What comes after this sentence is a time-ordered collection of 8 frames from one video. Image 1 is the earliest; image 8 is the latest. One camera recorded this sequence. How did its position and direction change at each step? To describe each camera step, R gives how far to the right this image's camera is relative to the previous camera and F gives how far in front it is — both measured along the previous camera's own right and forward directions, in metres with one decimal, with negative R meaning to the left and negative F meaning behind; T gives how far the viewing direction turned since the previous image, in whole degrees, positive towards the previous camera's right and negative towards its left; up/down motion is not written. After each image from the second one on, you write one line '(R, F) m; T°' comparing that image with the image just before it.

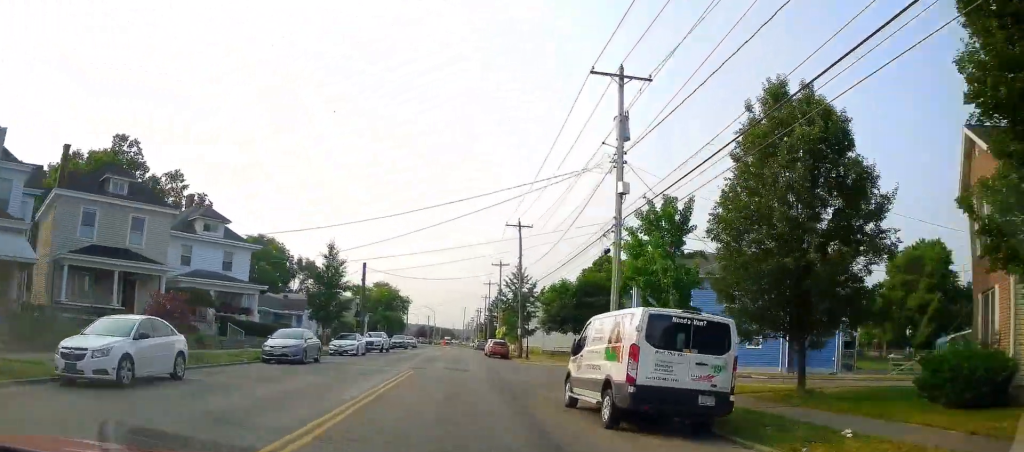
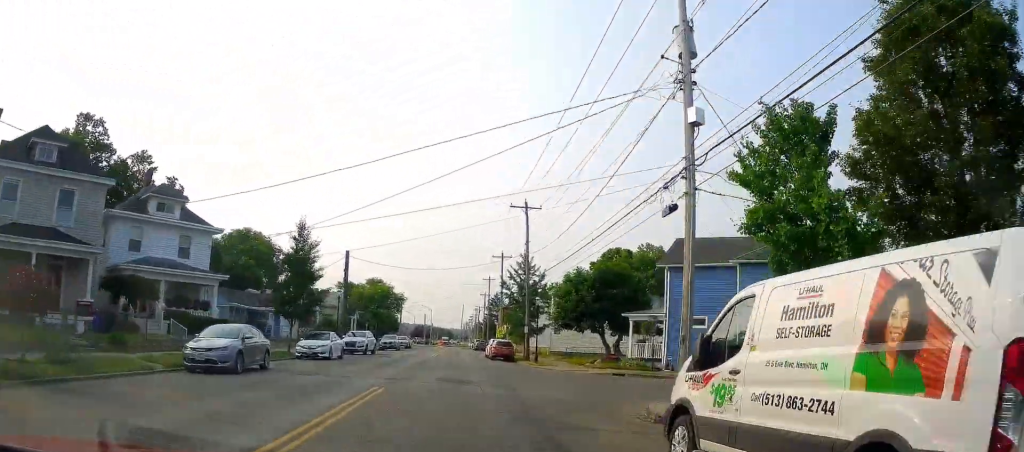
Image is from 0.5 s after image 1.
(0.0, +7.3) m; 0°
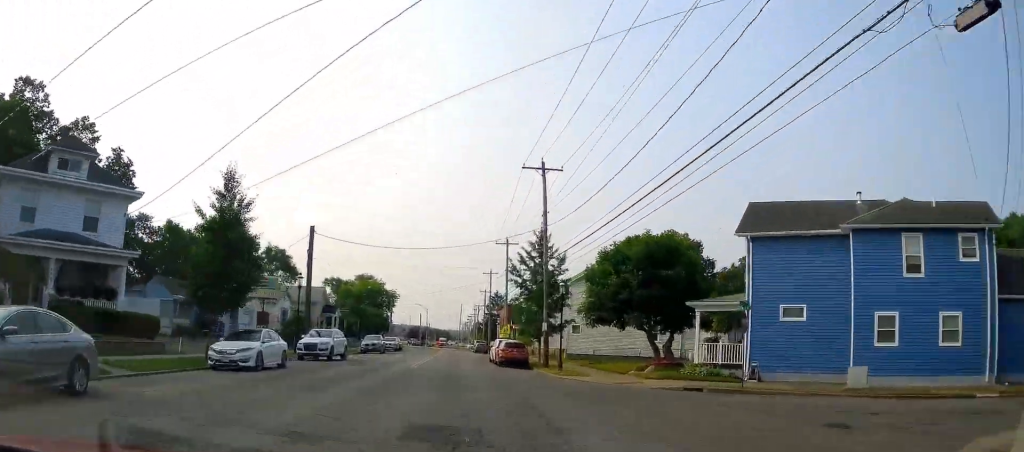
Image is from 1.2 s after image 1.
(0.0, +10.8) m; 0°
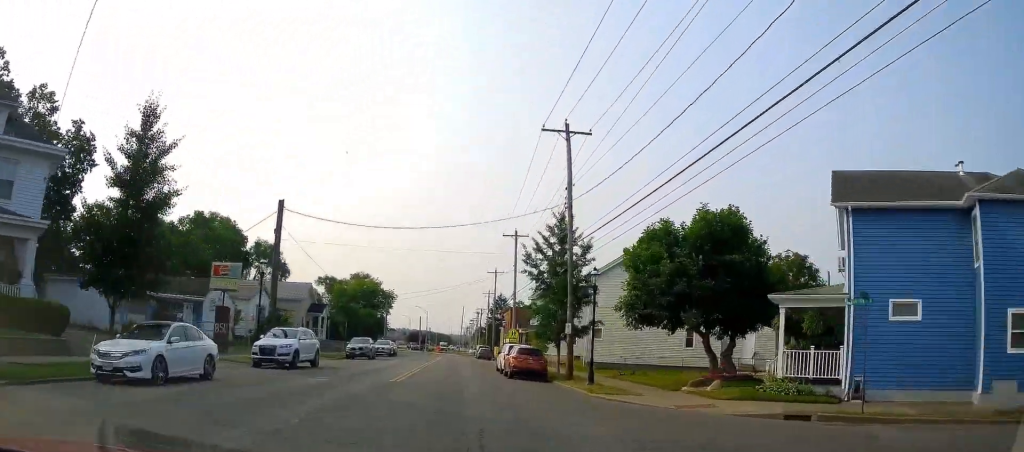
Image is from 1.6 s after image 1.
(0.0, +7.2) m; 0°
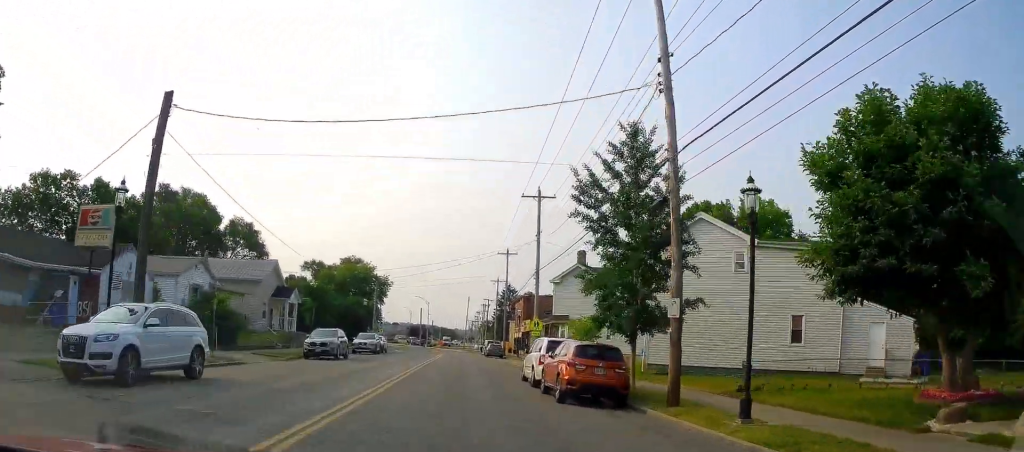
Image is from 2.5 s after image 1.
(0.0, +13.1) m; -1°
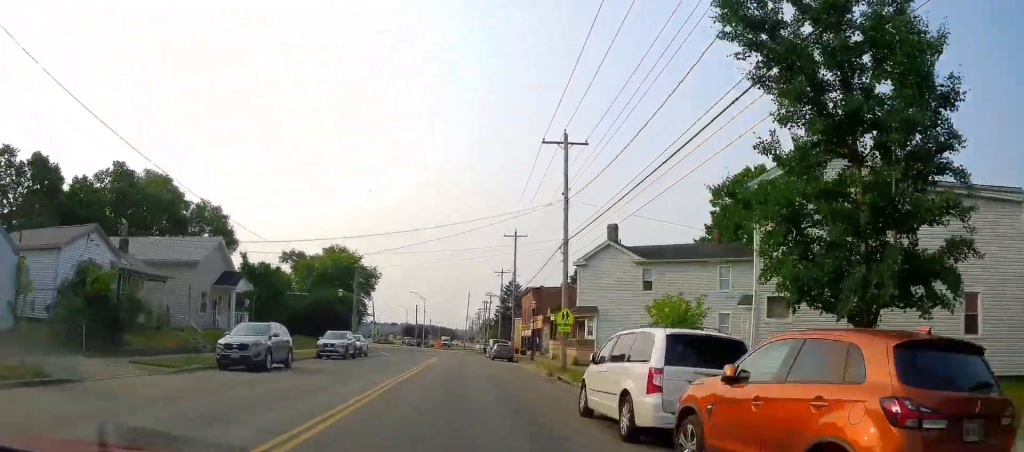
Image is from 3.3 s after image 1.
(-0.2, +11.4) m; -1°
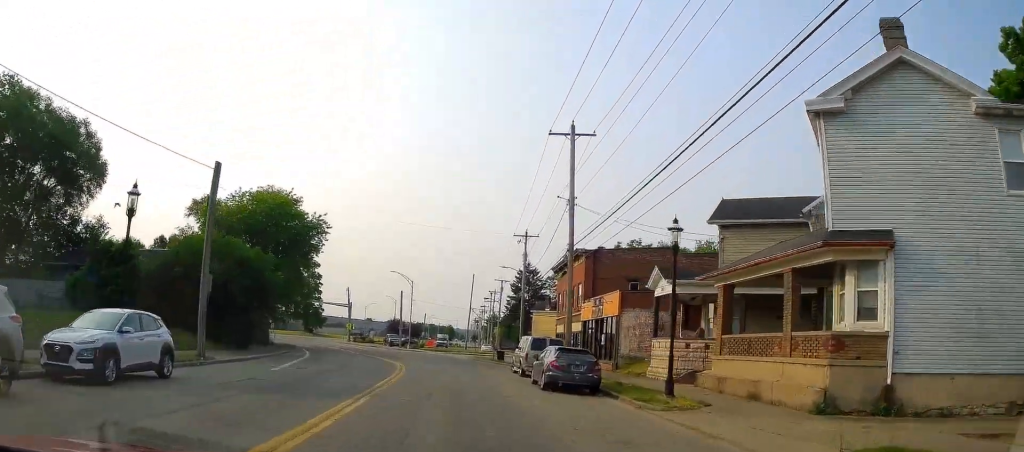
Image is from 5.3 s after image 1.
(-0.2, +29.8) m; 0°
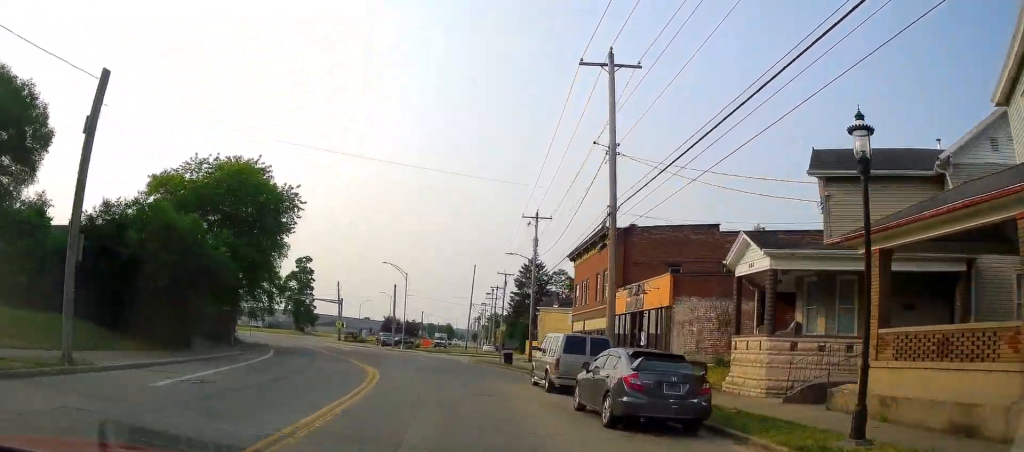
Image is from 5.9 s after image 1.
(0.0, +7.9) m; 0°
